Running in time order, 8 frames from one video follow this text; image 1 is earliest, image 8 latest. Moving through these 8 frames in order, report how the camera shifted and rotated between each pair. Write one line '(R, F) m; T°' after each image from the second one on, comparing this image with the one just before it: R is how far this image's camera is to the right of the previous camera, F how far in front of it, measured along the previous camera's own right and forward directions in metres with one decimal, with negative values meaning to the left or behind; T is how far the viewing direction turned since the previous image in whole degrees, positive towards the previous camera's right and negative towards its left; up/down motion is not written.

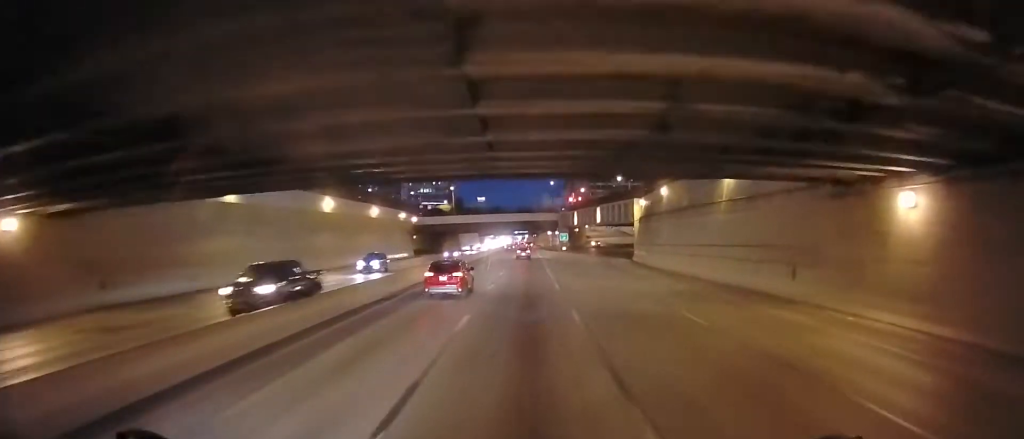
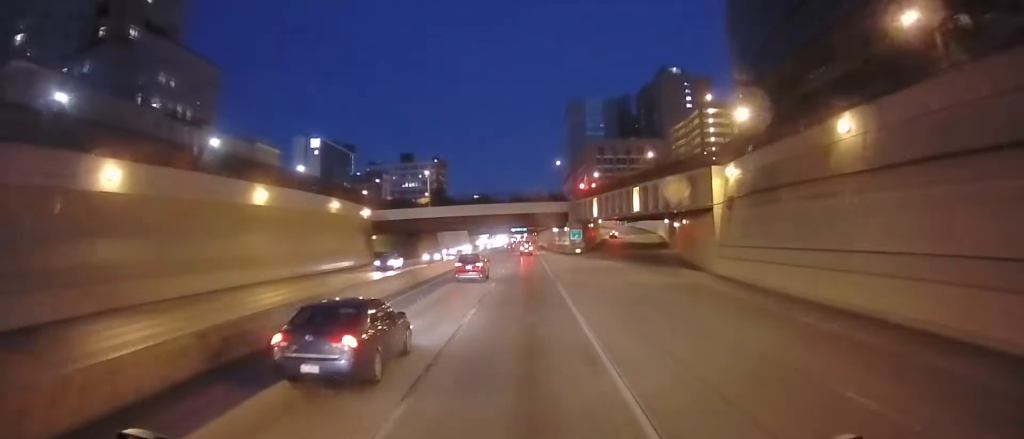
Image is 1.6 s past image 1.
(+0.4, +35.9) m; 0°
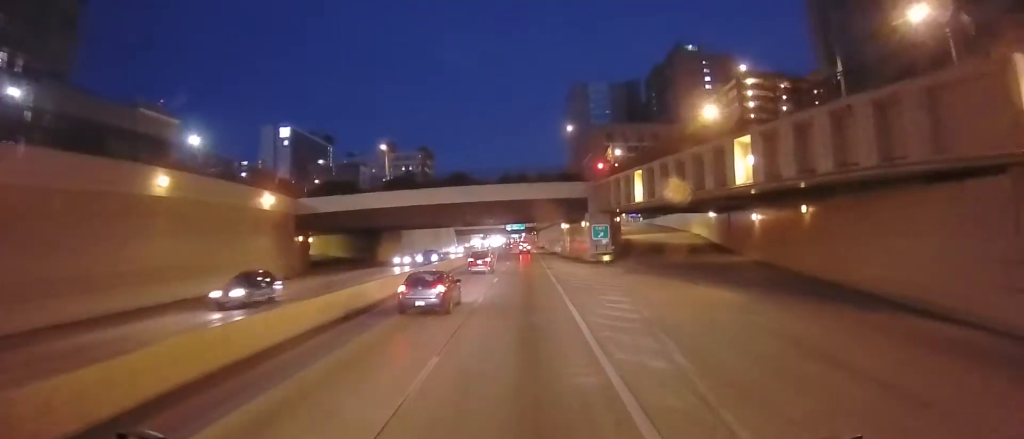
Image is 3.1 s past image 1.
(-0.7, +33.1) m; -1°
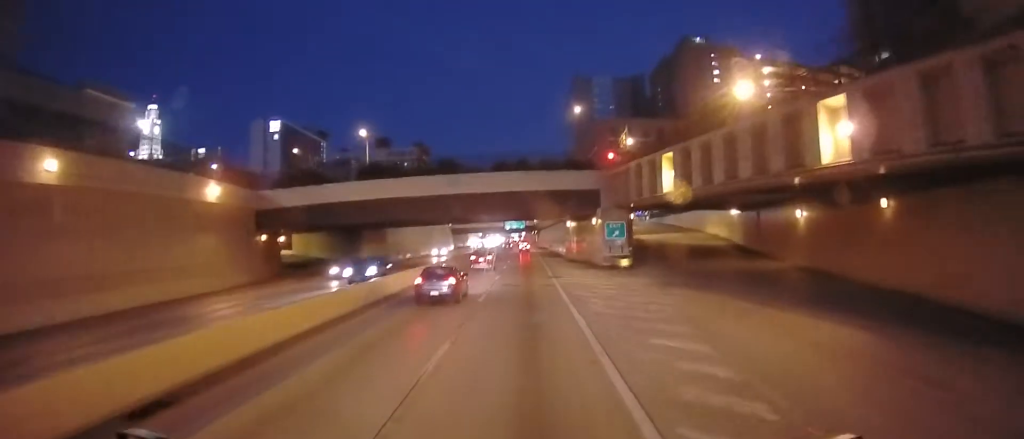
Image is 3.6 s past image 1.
(0.0, +10.3) m; 0°
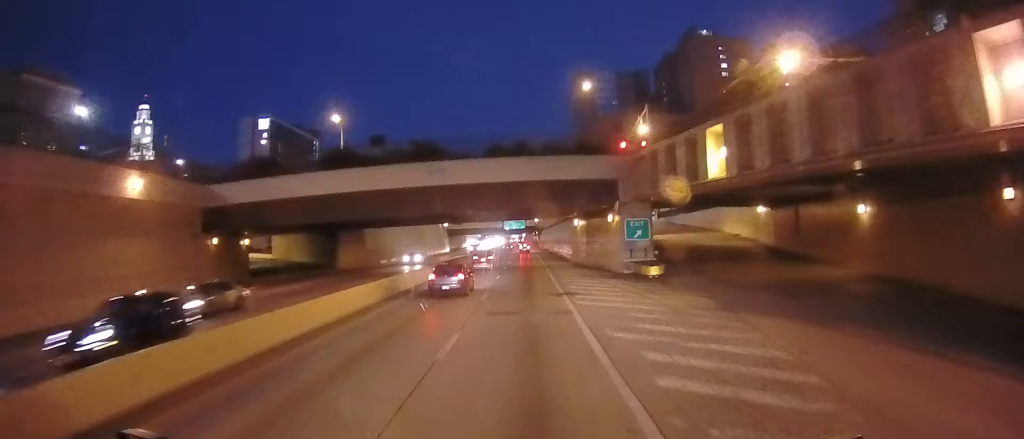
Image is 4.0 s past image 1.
(0.0, +10.2) m; 0°
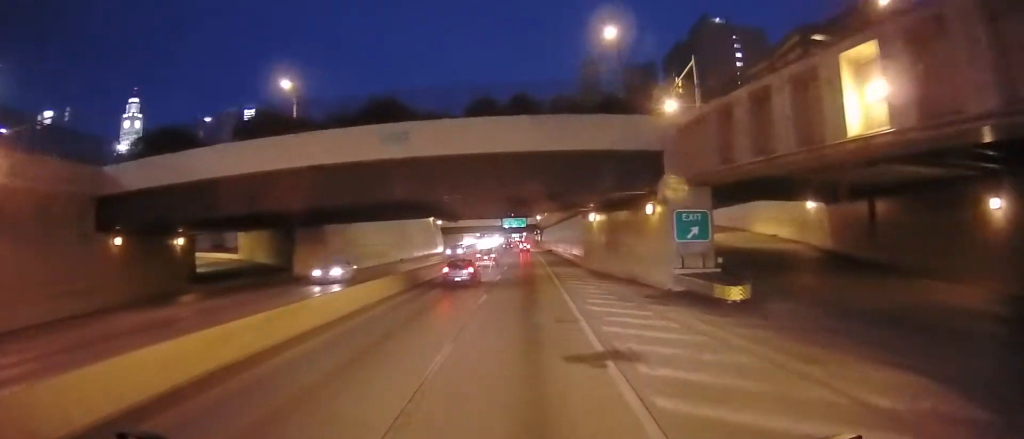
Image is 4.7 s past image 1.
(0.0, +13.8) m; 0°
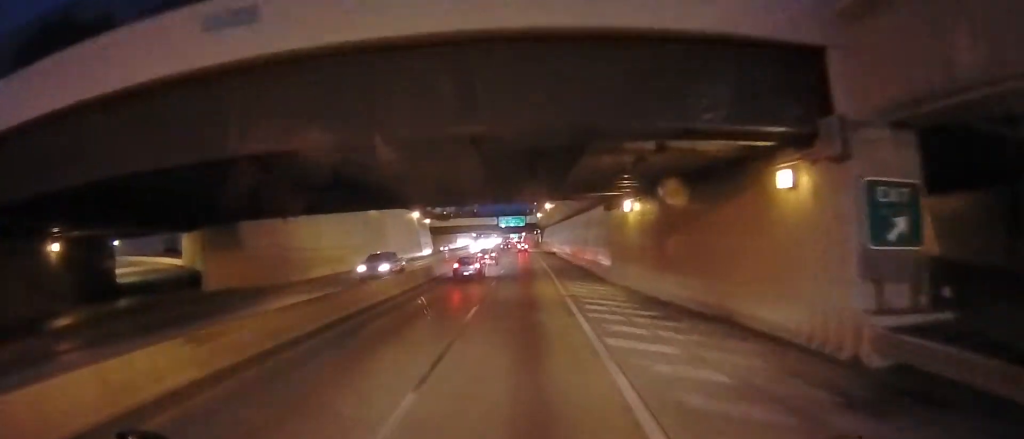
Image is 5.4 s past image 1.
(0.0, +16.5) m; 0°
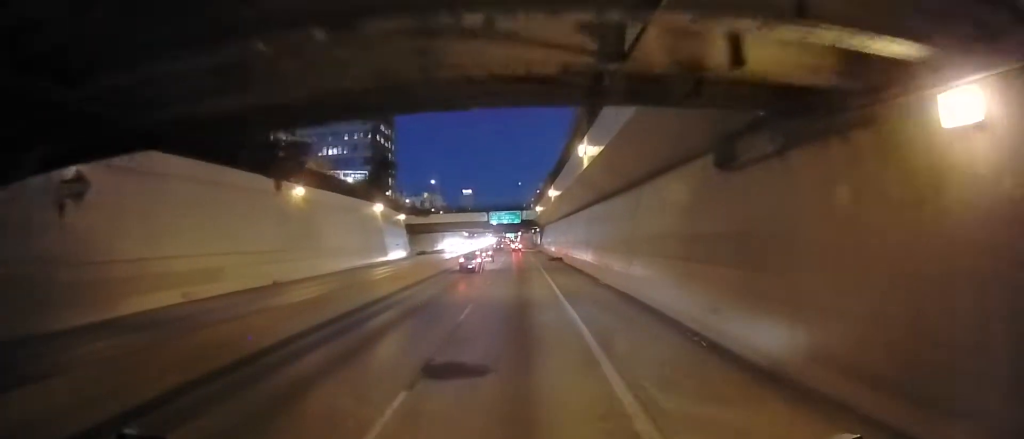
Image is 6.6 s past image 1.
(+0.2, +24.5) m; +2°
